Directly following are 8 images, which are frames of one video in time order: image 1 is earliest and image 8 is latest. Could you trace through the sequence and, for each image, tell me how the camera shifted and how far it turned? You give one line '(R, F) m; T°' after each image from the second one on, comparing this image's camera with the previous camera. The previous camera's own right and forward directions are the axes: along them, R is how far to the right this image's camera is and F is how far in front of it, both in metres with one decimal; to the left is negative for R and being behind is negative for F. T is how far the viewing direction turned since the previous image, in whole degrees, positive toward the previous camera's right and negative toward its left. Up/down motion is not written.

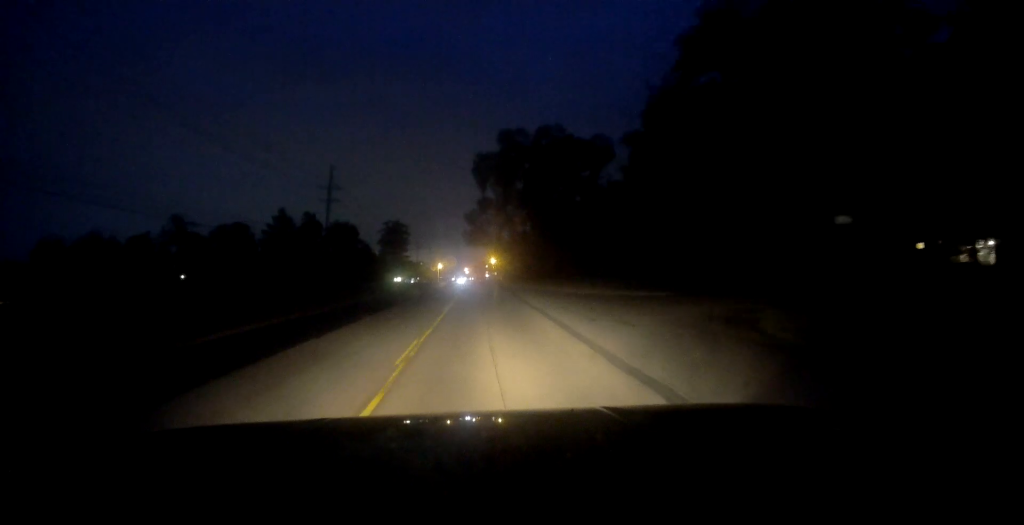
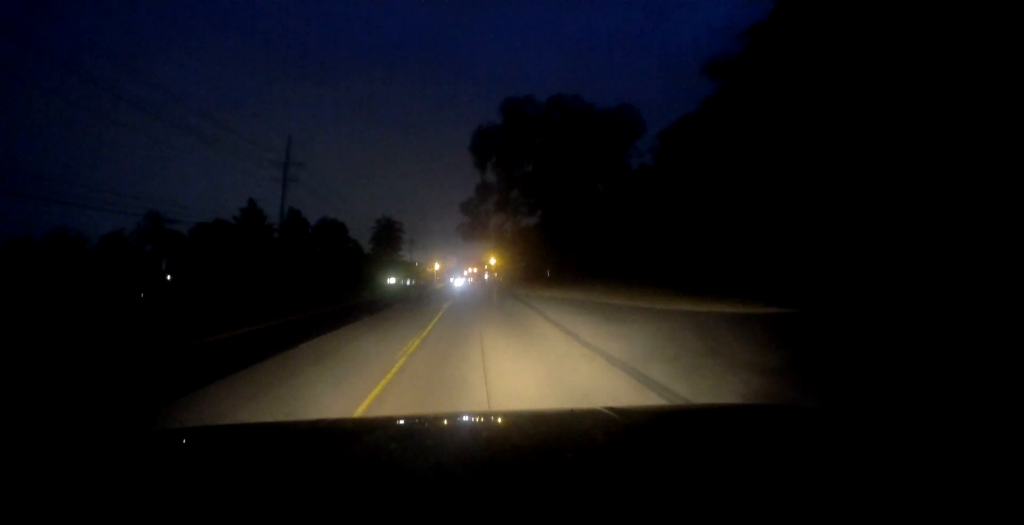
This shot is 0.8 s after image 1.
(-0.2, +14.5) m; -1°
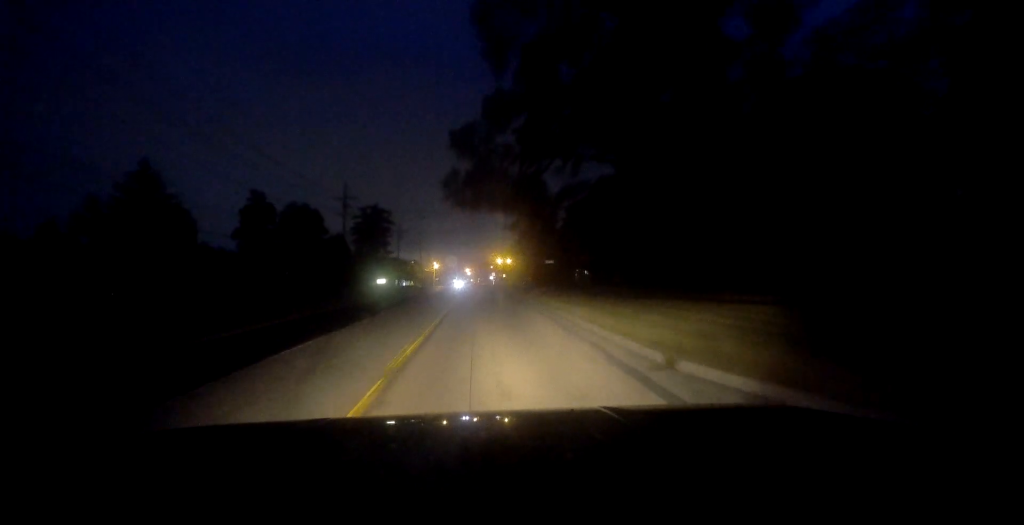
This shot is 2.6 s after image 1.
(-0.3, +31.9) m; +1°
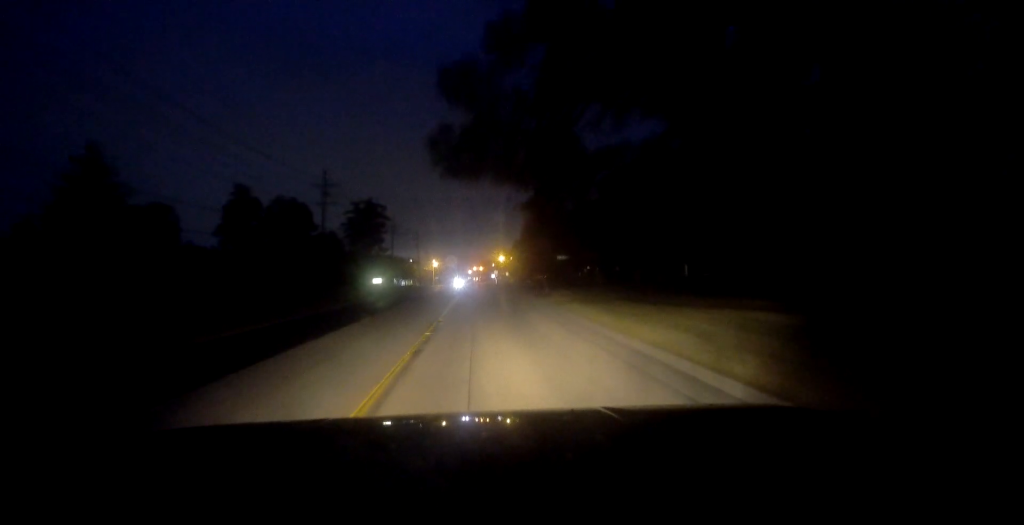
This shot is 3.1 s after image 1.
(+0.3, +9.7) m; 0°
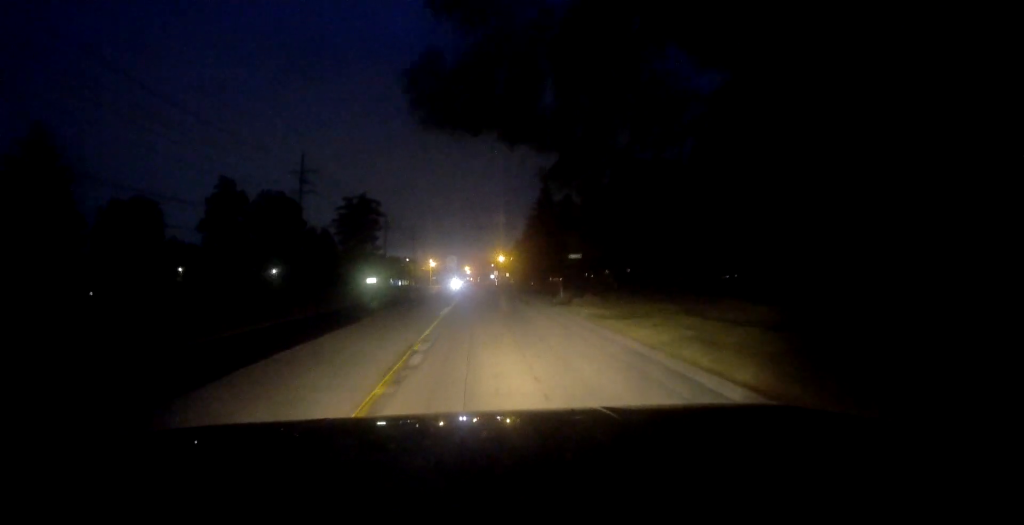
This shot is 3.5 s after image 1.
(0.0, +7.8) m; 0°
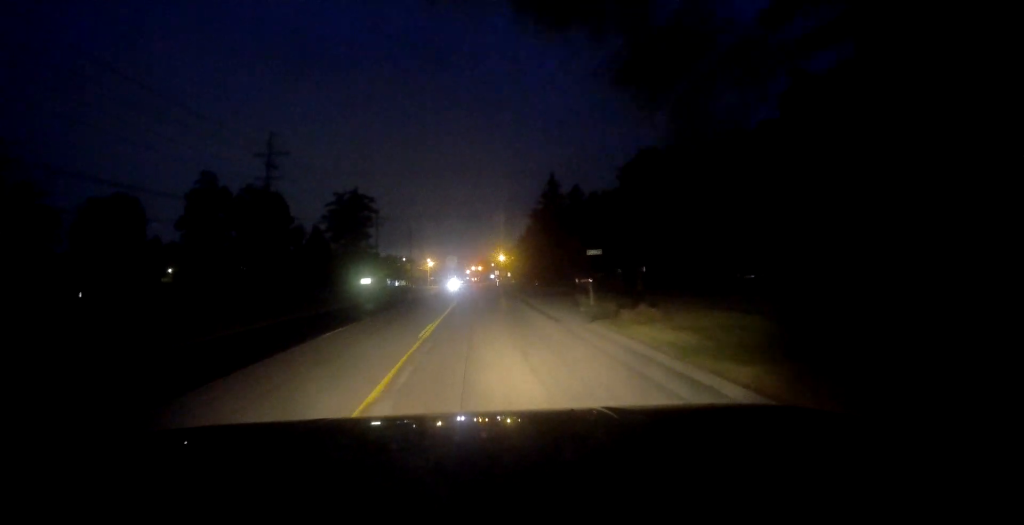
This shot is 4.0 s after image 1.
(-0.3, +8.4) m; 0°
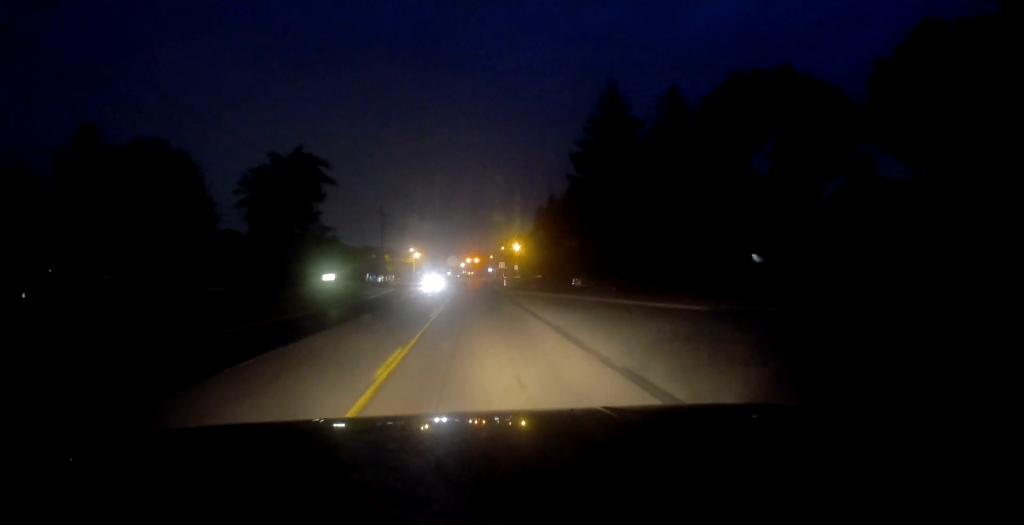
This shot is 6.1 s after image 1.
(-0.1, +37.5) m; 0°
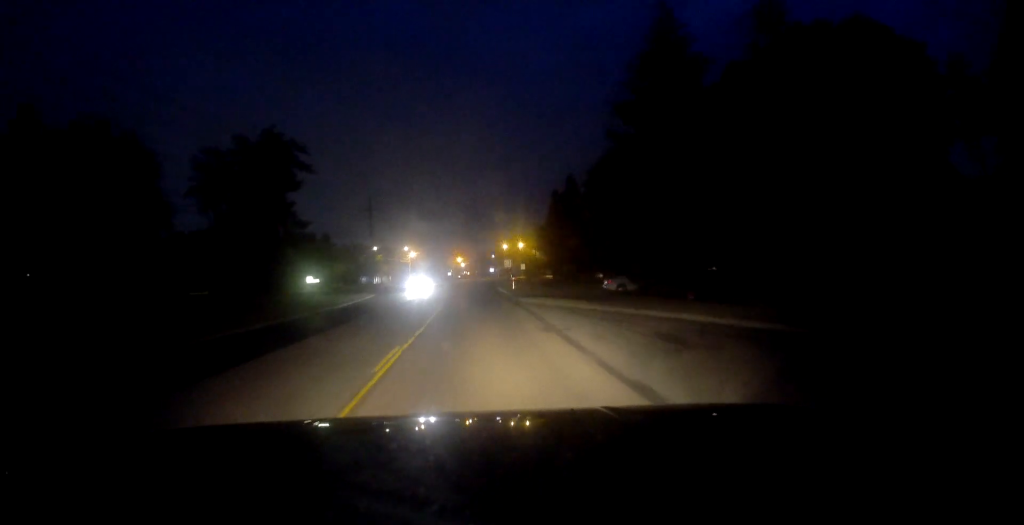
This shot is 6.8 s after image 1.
(+0.2, +12.9) m; +1°
